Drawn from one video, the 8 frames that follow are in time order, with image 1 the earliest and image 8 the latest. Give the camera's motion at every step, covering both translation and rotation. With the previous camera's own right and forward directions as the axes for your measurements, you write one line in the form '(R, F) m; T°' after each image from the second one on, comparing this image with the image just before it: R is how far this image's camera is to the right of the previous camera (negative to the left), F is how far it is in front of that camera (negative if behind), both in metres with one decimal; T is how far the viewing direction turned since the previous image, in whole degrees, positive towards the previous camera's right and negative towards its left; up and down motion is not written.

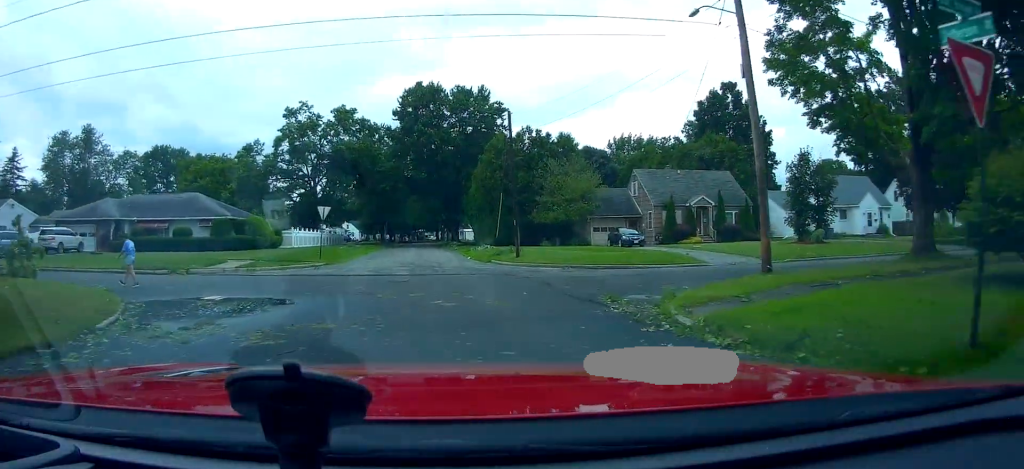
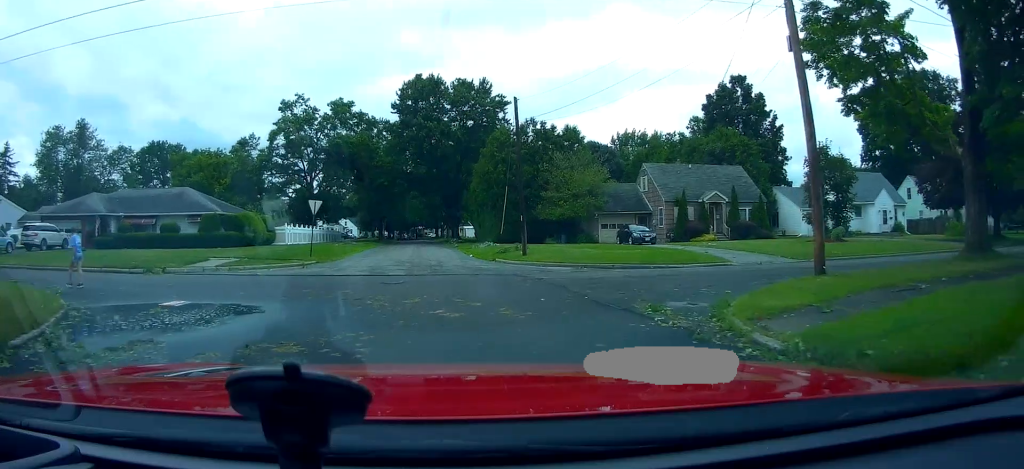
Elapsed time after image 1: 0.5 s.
(0.0, +2.7) m; 0°
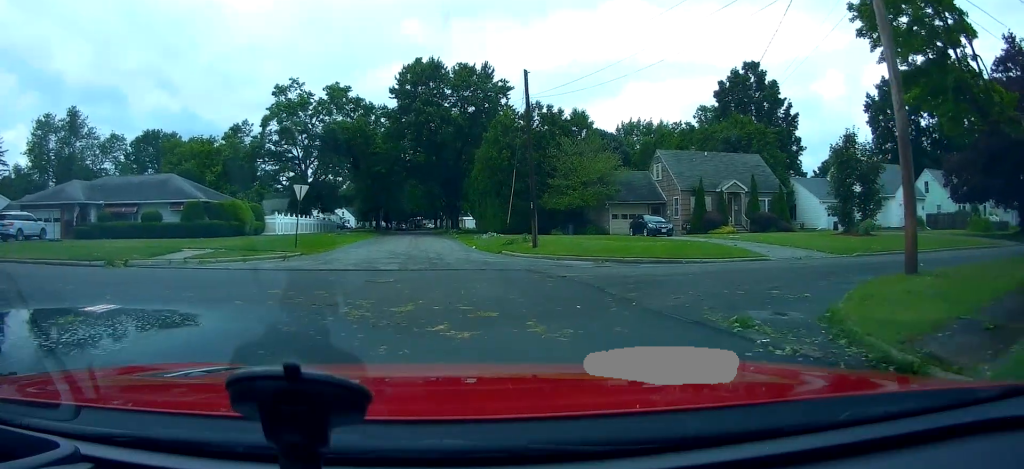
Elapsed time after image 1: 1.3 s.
(0.0, +4.3) m; +1°
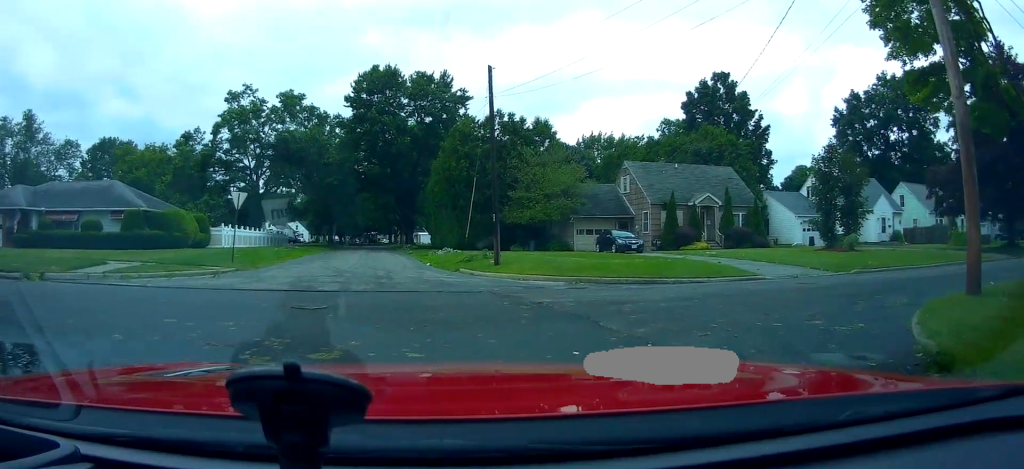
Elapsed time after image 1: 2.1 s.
(-0.1, +3.8) m; +4°
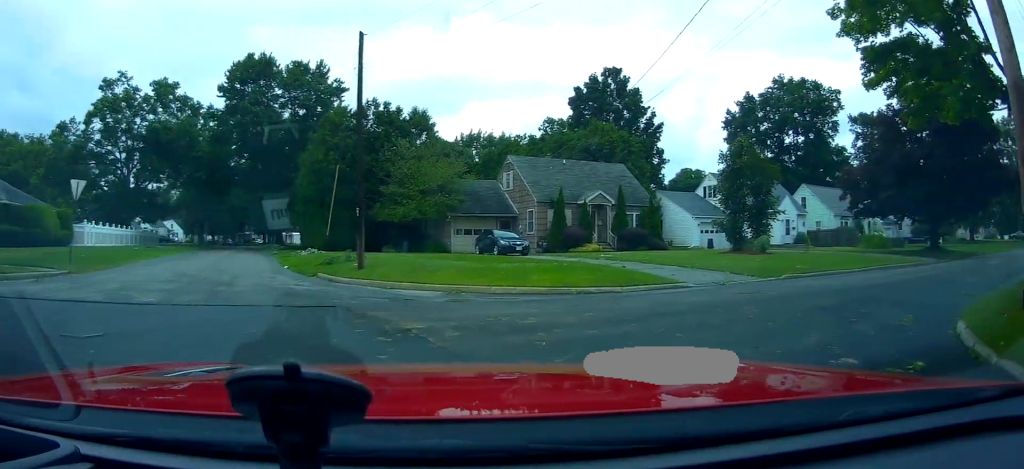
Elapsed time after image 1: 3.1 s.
(+0.4, +3.9) m; +7°
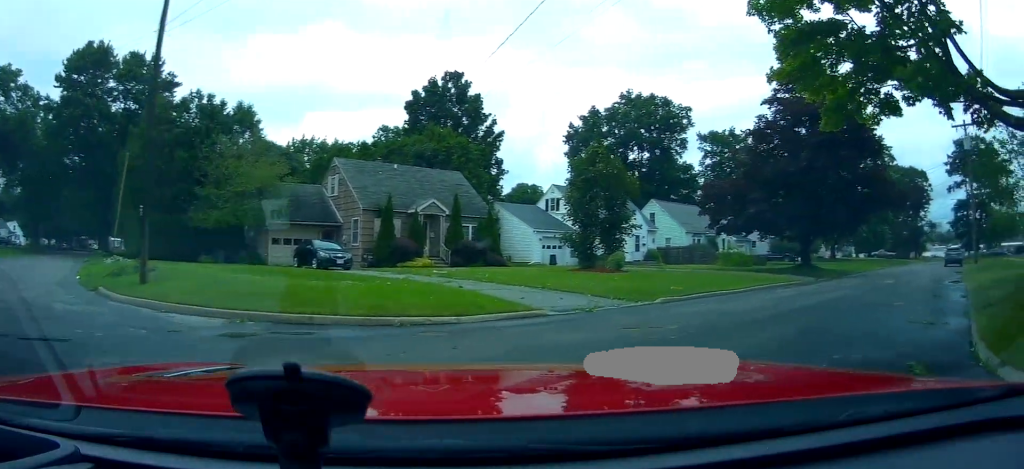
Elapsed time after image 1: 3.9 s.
(+0.1, +3.7) m; +22°
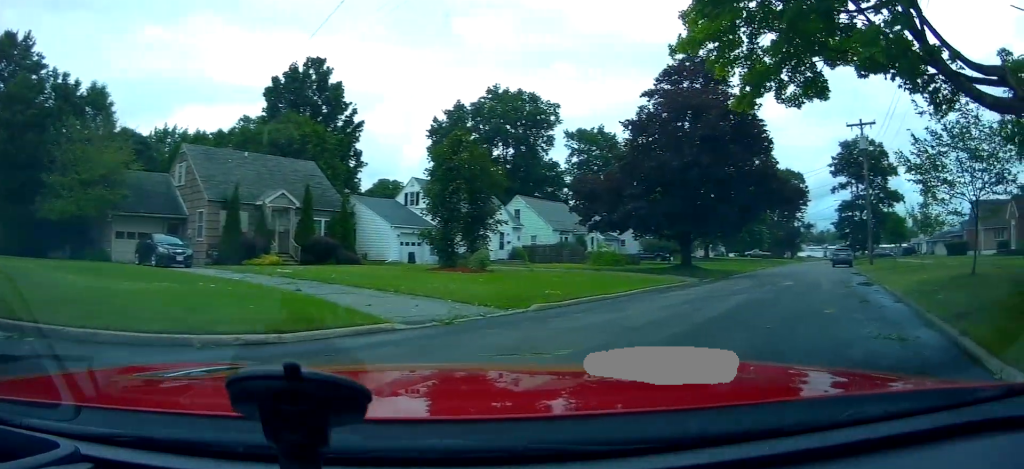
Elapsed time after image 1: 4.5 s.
(+0.7, +2.3) m; +14°
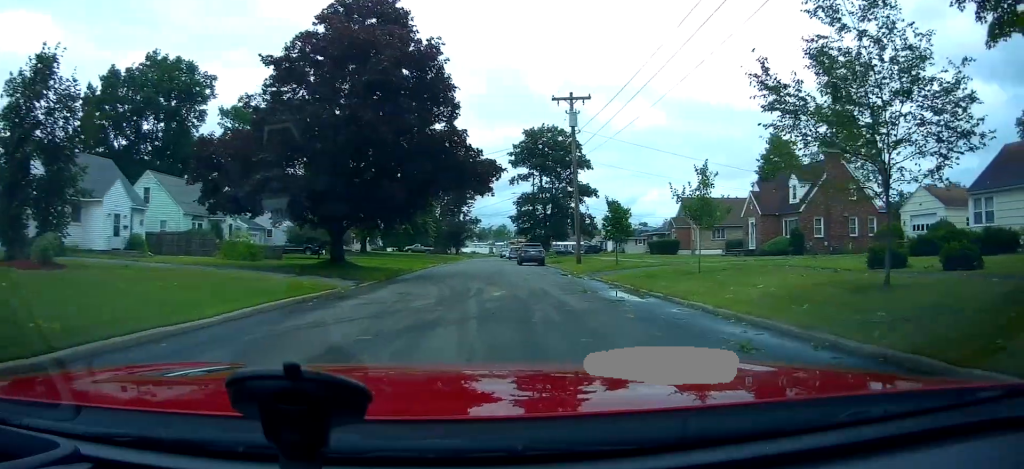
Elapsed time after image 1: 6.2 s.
(+2.1, +7.6) m; +29°
